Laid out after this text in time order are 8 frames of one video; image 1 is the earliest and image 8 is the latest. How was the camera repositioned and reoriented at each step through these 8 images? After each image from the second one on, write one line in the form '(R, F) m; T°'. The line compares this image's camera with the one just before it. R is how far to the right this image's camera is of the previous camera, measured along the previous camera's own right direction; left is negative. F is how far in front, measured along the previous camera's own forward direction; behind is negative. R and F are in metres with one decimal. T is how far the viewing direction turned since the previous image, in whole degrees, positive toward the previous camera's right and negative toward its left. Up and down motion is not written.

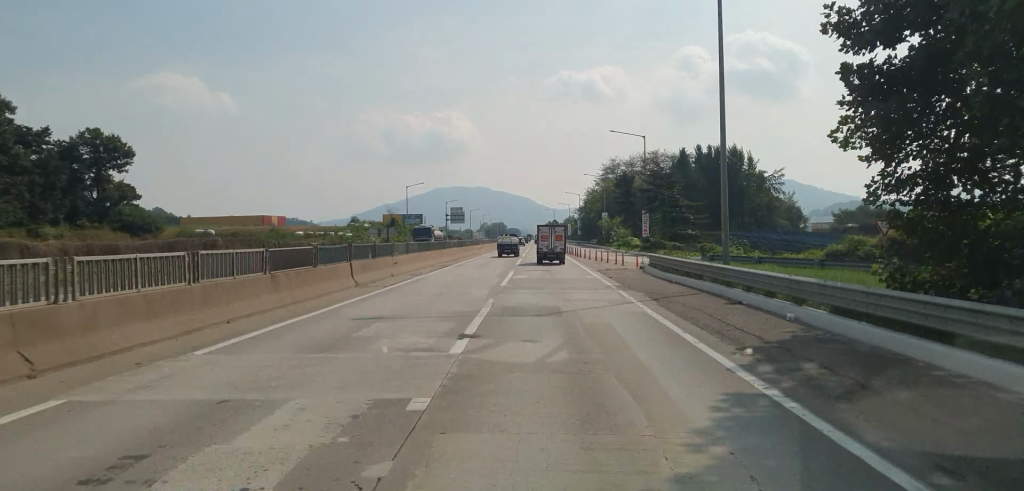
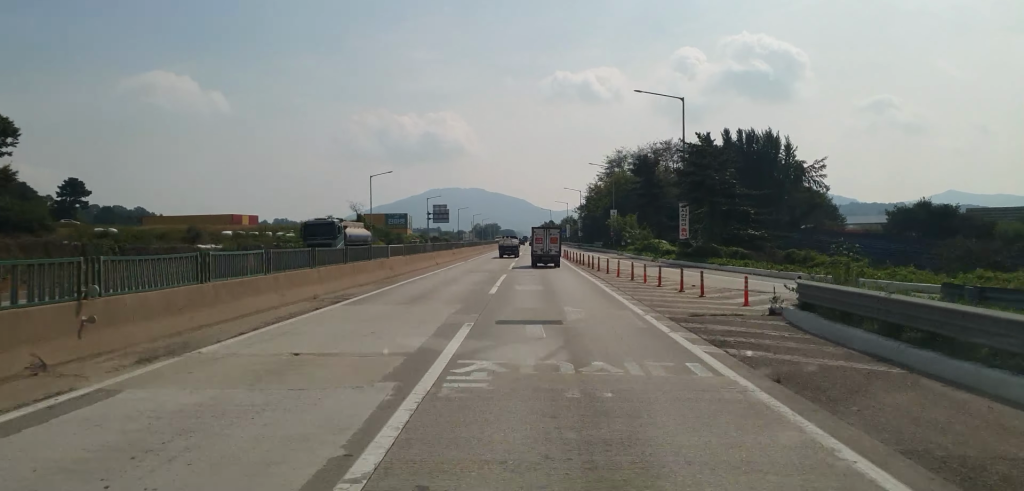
(-0.1, +23.1) m; 0°
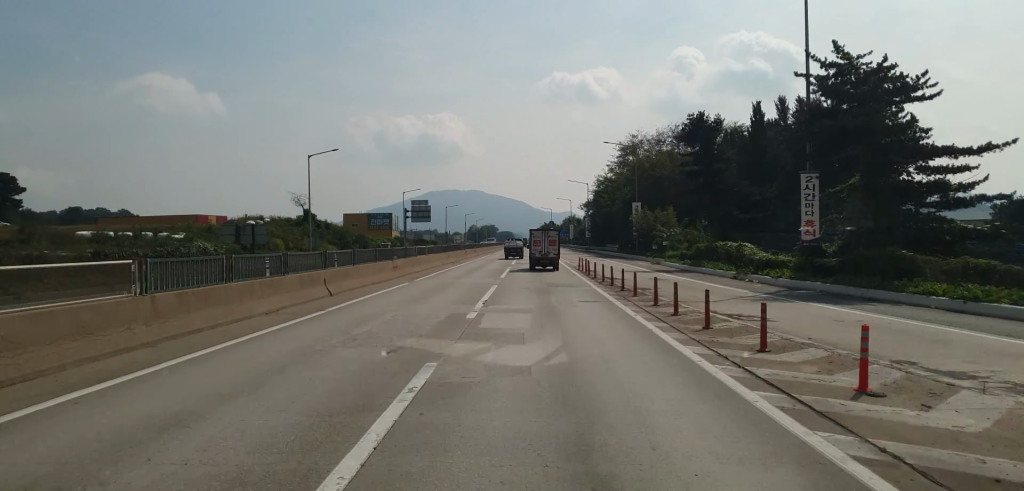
(+0.2, +26.1) m; +1°
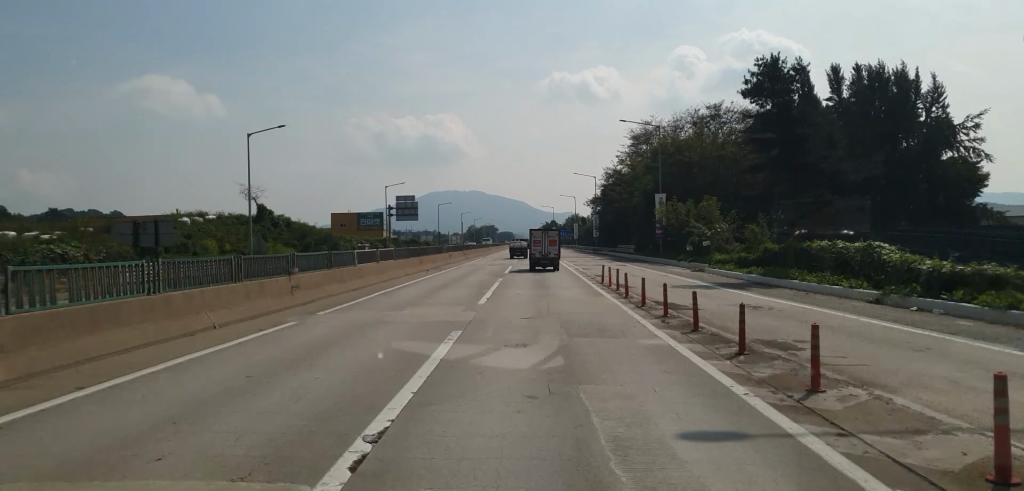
(0.0, +15.4) m; 0°
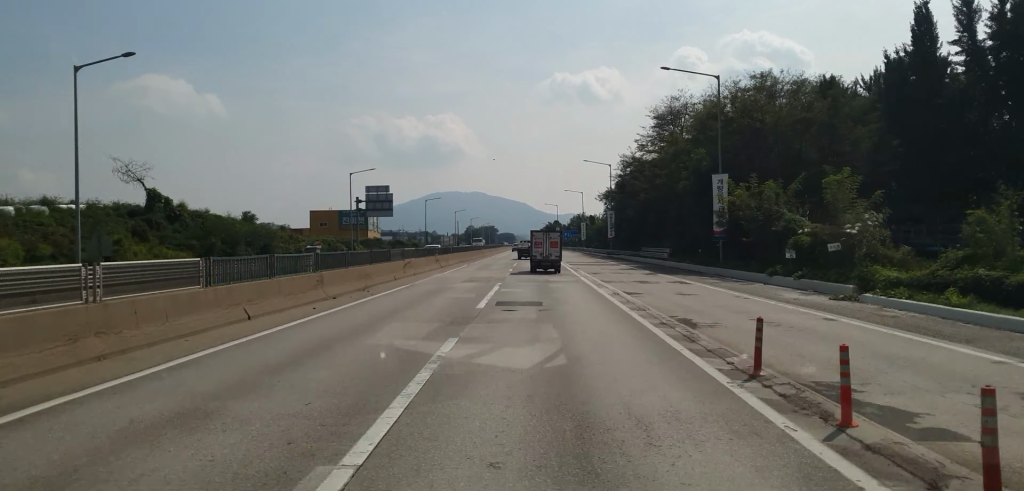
(-0.1, +21.8) m; -1°
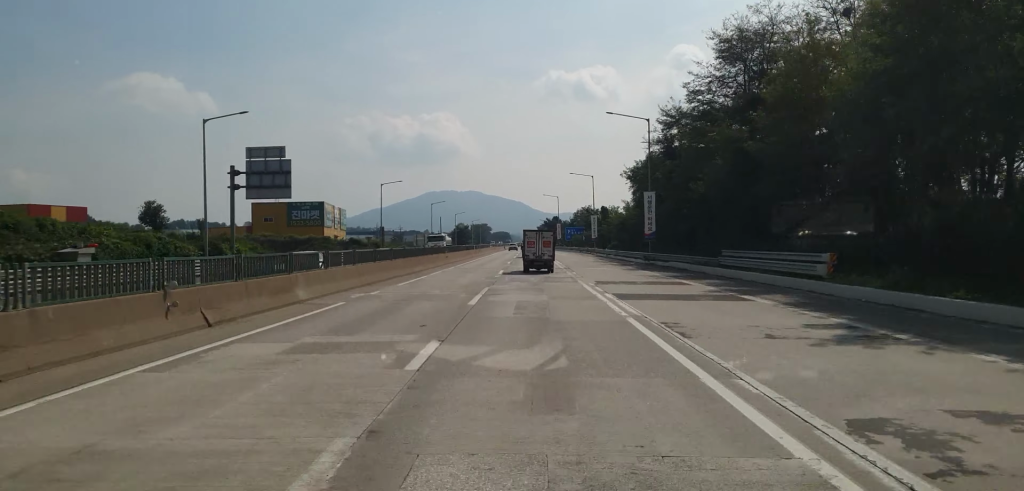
(+0.1, +37.7) m; +1°
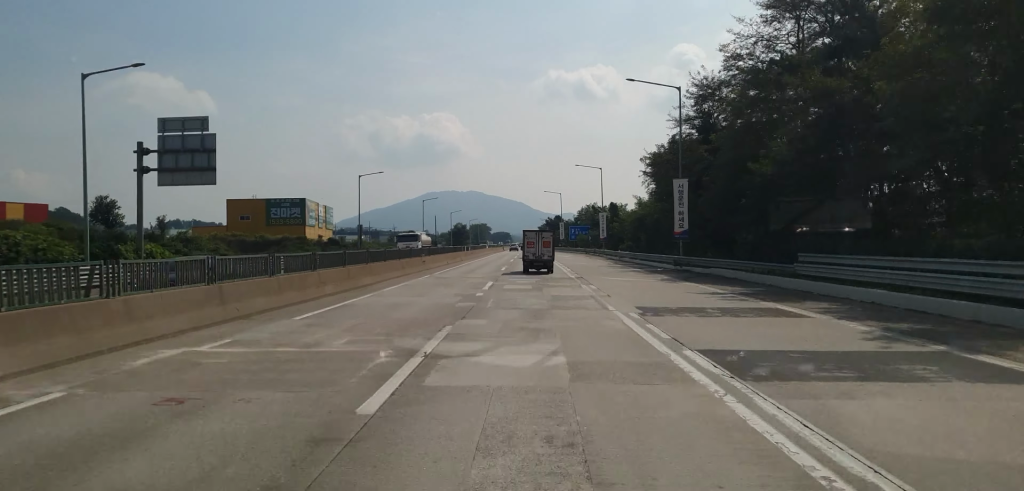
(0.0, +13.6) m; 0°
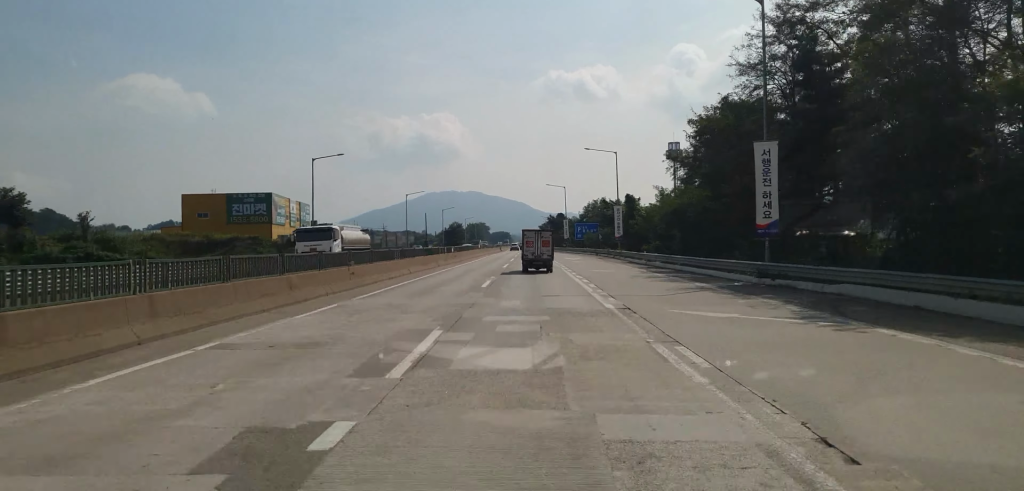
(0.0, +19.1) m; 0°
